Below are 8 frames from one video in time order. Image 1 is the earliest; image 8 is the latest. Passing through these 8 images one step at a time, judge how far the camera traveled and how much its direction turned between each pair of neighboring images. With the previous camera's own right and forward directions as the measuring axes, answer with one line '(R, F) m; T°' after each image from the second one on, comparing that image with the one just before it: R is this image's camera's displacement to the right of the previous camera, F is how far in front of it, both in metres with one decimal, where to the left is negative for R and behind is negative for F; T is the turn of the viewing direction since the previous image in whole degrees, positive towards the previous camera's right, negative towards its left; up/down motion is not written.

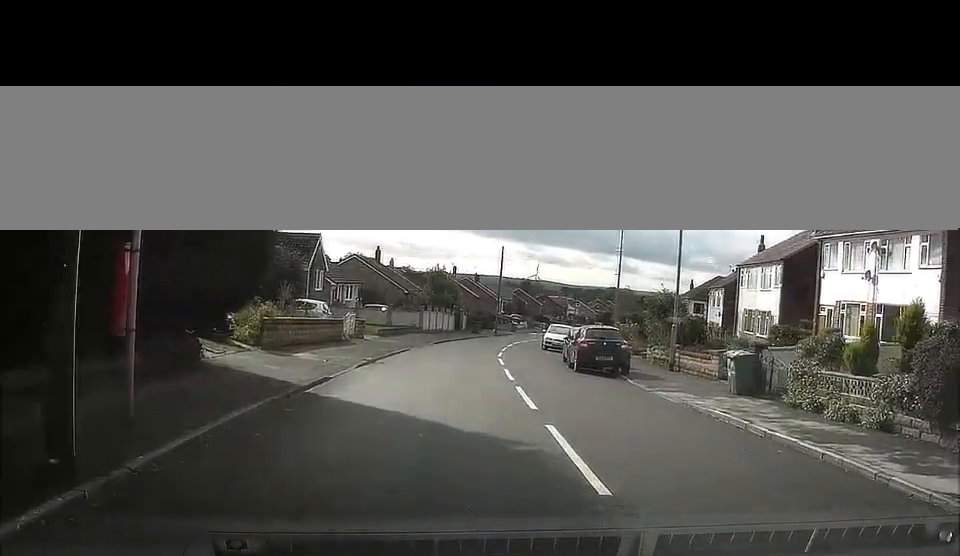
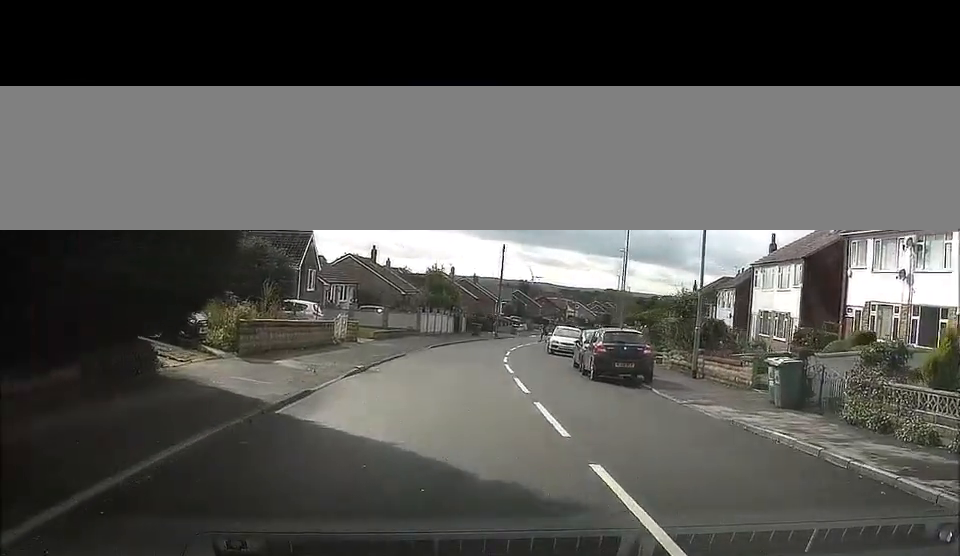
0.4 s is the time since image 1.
(0.0, +2.7) m; 0°
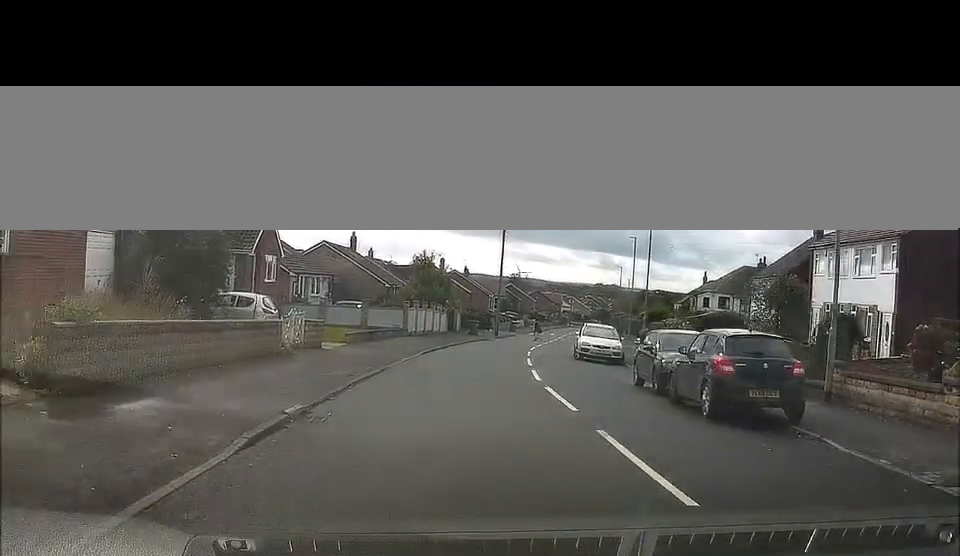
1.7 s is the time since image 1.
(0.0, +9.8) m; -1°
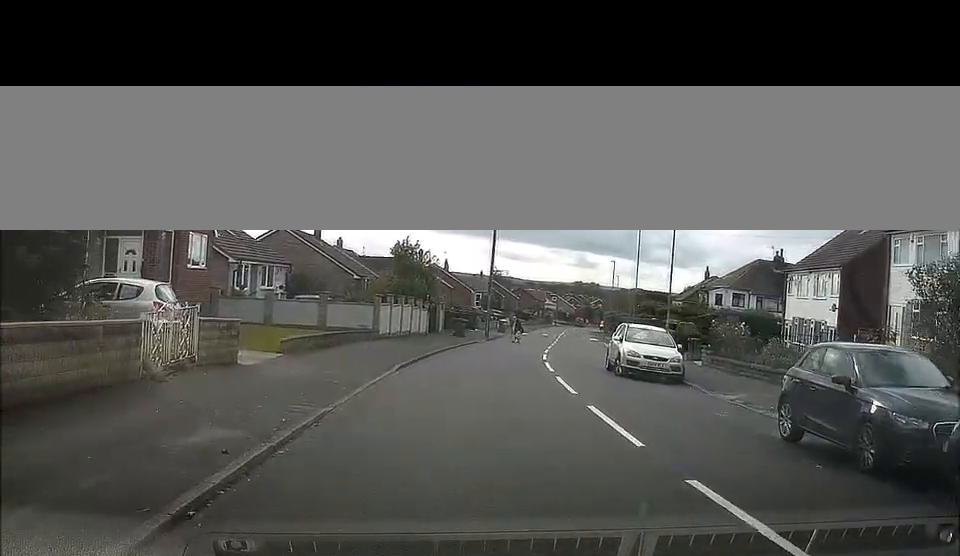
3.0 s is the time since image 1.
(+0.1, +9.5) m; +4°
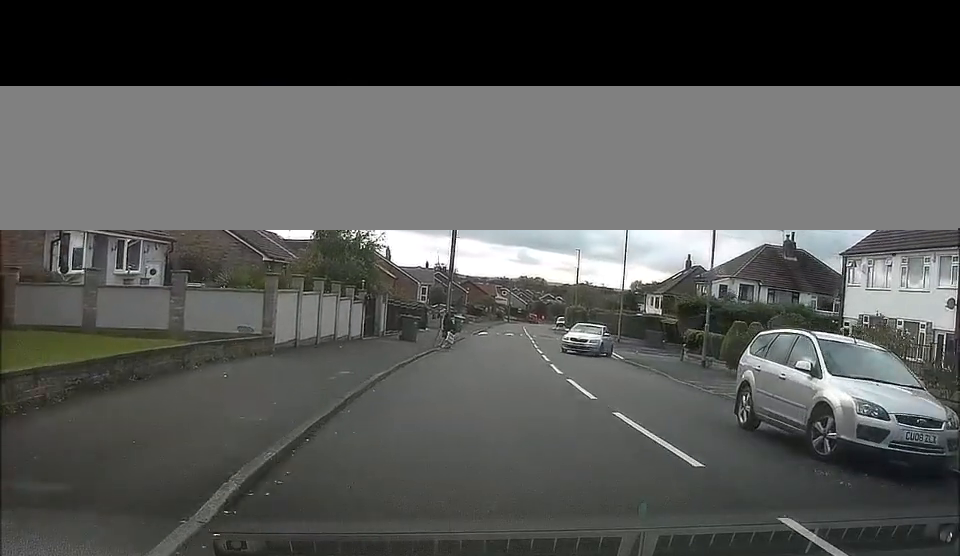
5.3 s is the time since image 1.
(+1.2, +12.8) m; +10°
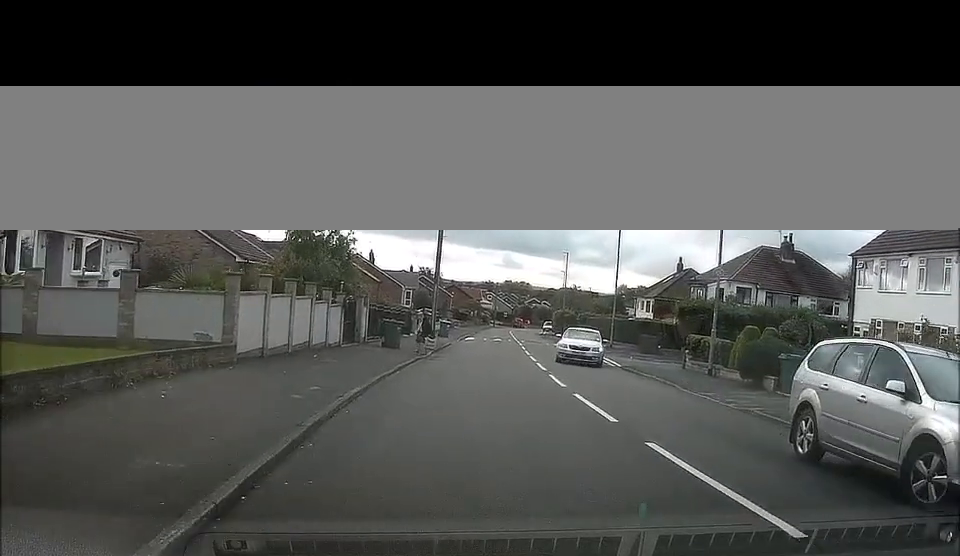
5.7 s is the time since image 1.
(+0.1, +3.0) m; +2°
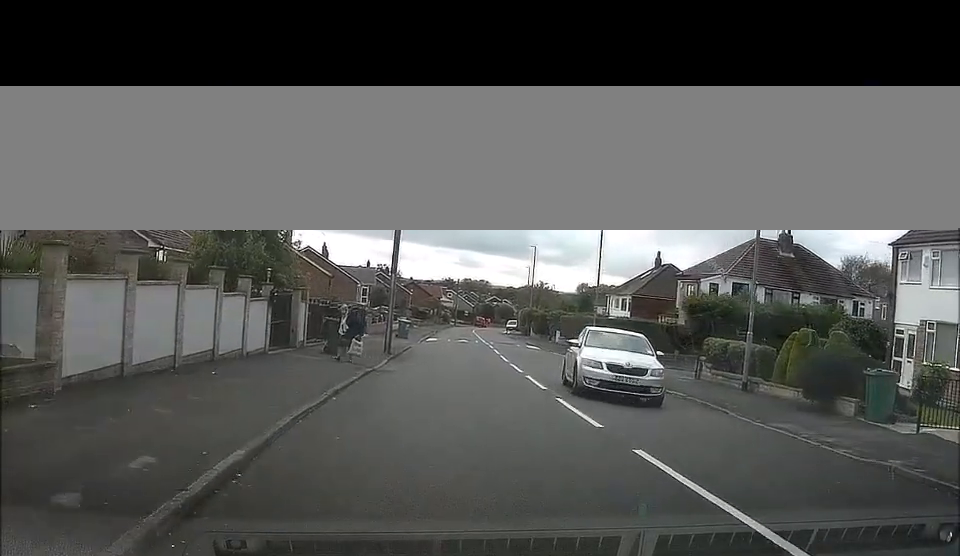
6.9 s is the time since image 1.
(0.0, +8.1) m; -2°
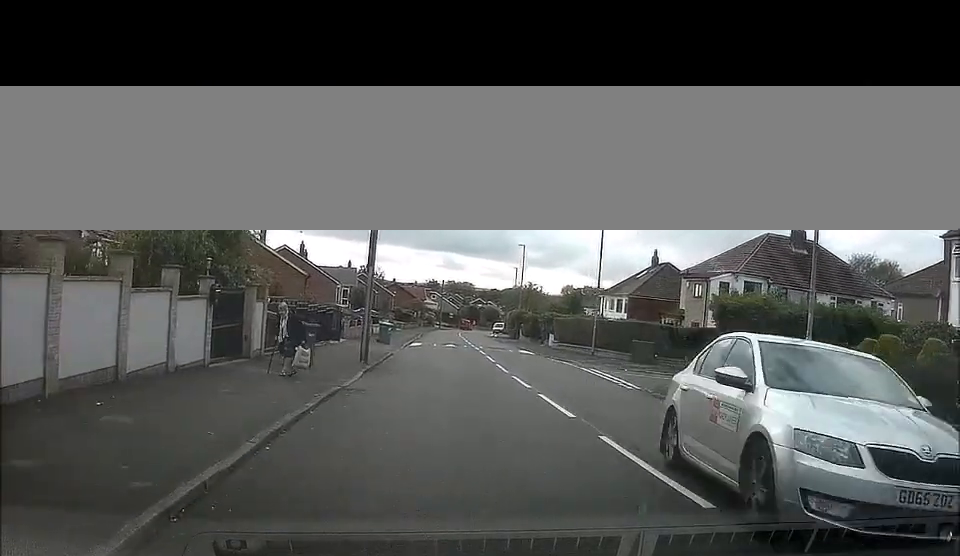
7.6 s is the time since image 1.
(-0.1, +4.1) m; -5°
